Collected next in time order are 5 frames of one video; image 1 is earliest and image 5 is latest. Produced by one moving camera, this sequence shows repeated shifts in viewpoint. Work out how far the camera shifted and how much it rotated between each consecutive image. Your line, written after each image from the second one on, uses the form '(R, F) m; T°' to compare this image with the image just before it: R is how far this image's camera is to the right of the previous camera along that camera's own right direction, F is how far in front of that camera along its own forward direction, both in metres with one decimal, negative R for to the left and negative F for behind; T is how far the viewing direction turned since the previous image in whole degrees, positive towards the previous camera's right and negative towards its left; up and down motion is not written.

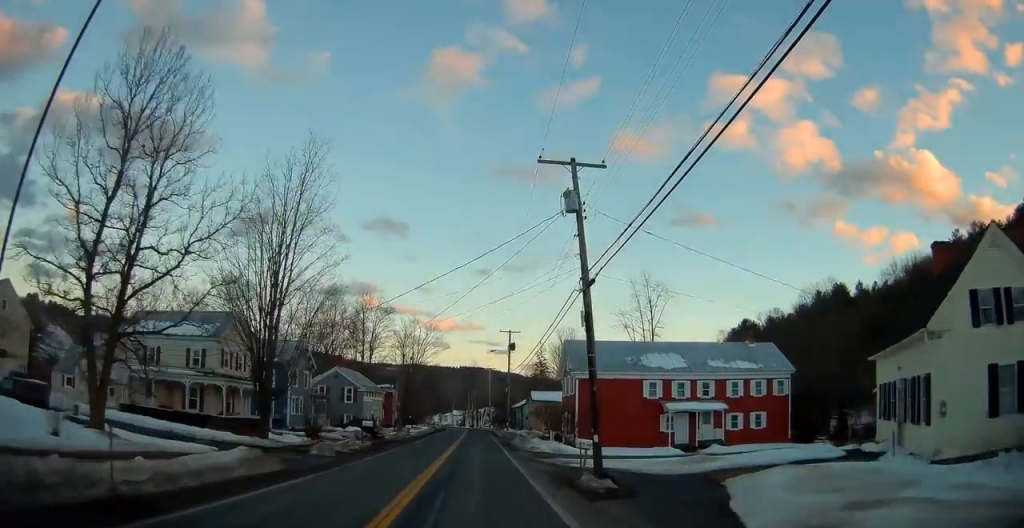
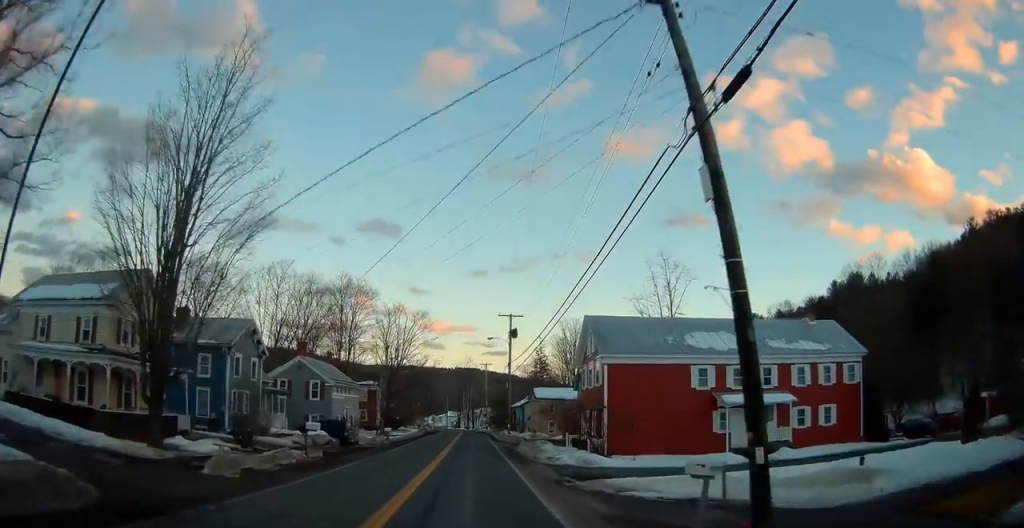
(-0.1, +10.7) m; 0°
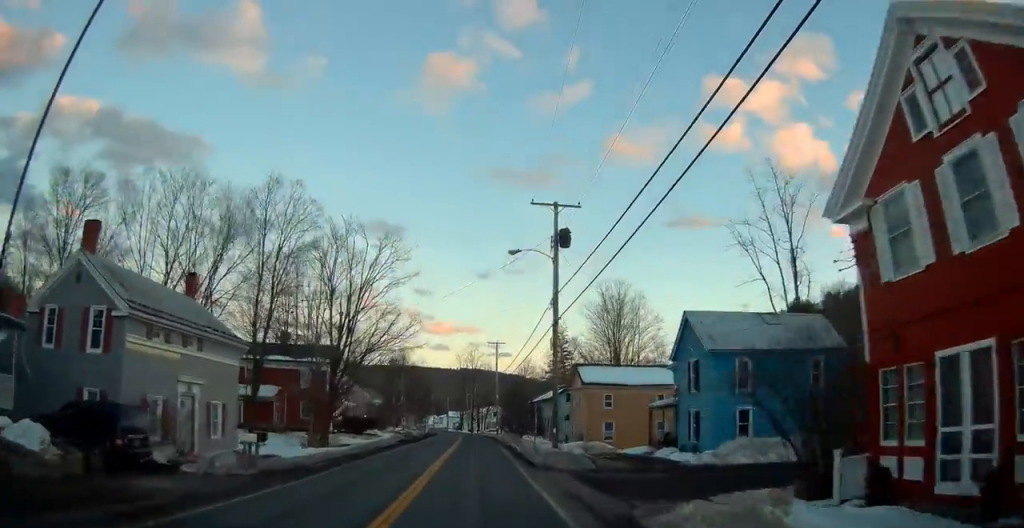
(+0.4, +28.7) m; +1°
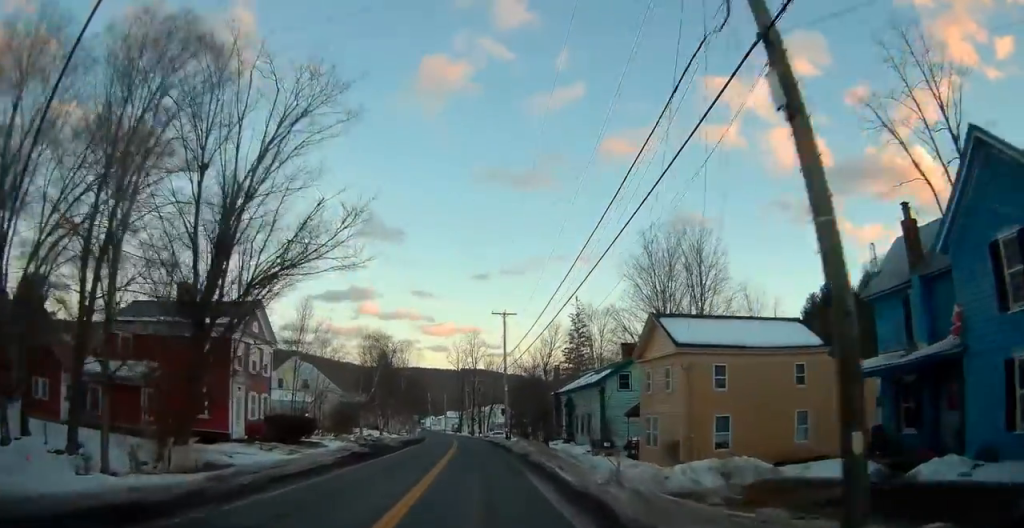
(-0.3, +20.5) m; 0°
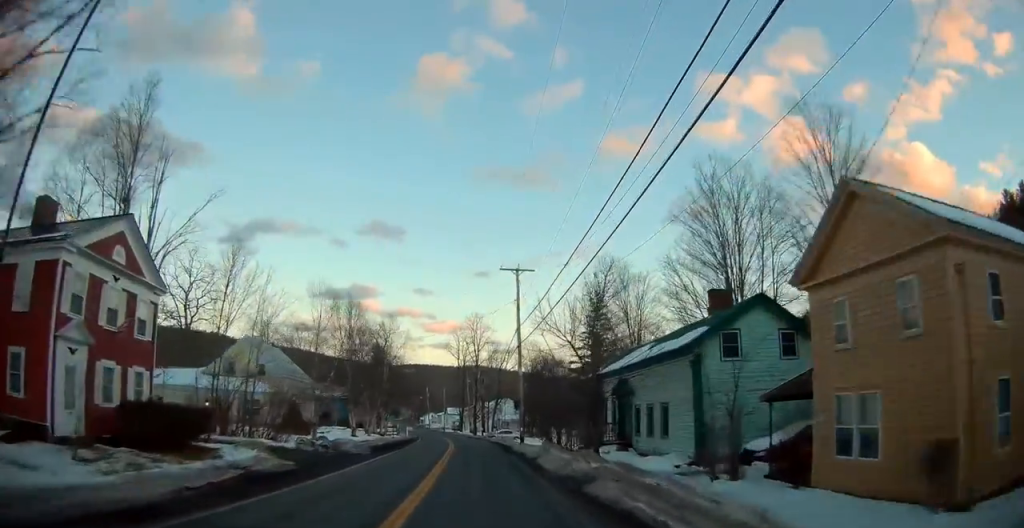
(+0.2, +15.0) m; 0°
